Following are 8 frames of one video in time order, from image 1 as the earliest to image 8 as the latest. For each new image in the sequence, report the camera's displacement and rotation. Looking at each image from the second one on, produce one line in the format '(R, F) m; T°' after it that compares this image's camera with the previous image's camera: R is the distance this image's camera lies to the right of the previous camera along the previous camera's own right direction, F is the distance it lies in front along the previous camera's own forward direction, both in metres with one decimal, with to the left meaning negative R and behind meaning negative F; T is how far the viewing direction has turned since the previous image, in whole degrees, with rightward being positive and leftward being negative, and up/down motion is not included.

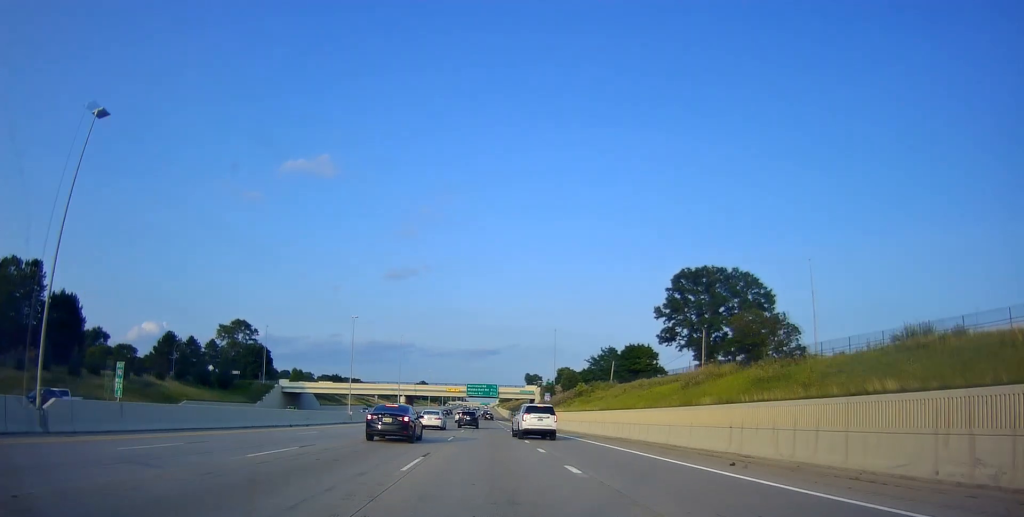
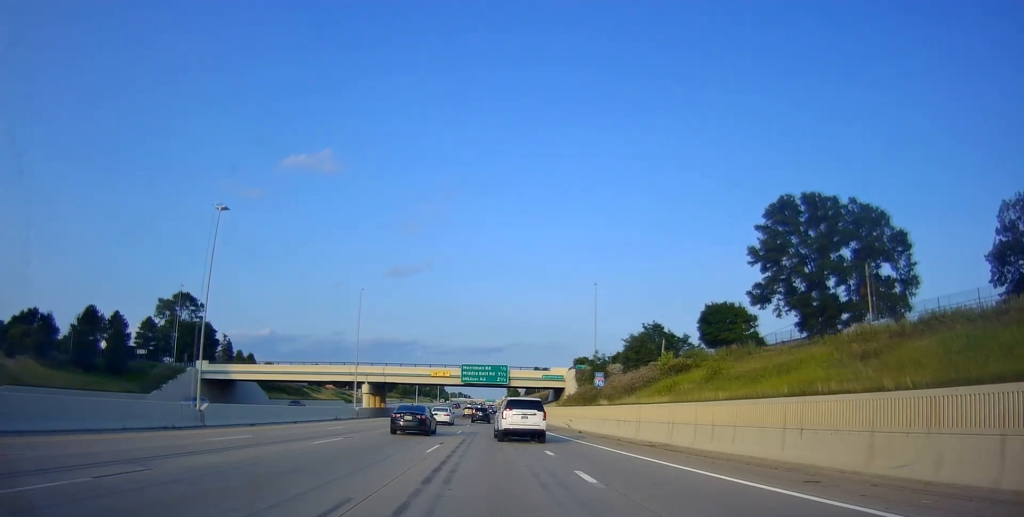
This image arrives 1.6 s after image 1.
(+0.7, +46.7) m; +1°
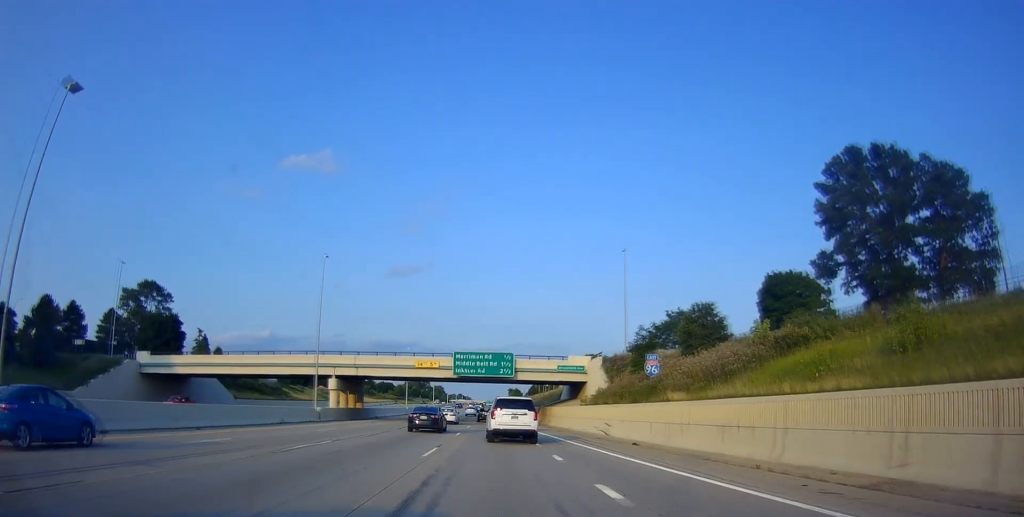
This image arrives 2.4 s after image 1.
(-0.3, +21.0) m; 0°
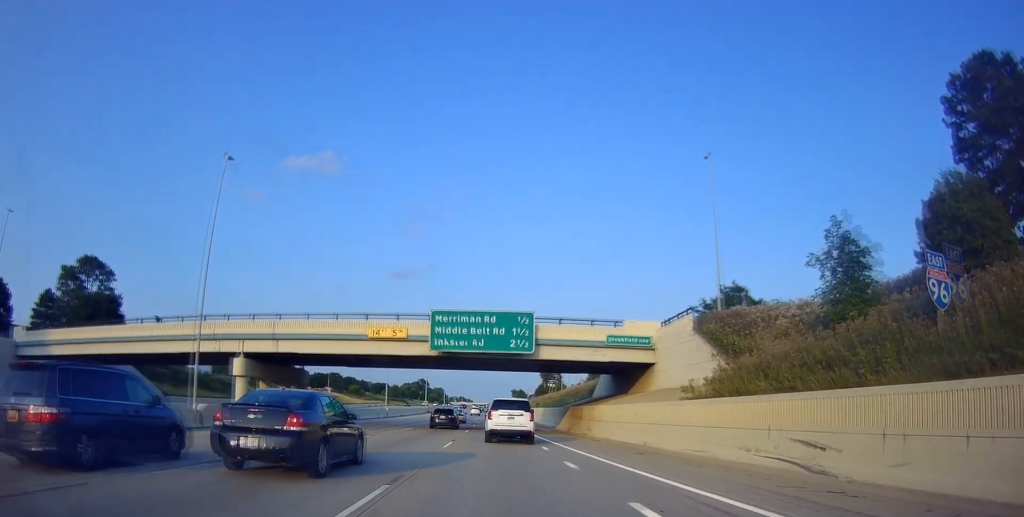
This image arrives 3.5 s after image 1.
(+0.3, +29.4) m; -1°
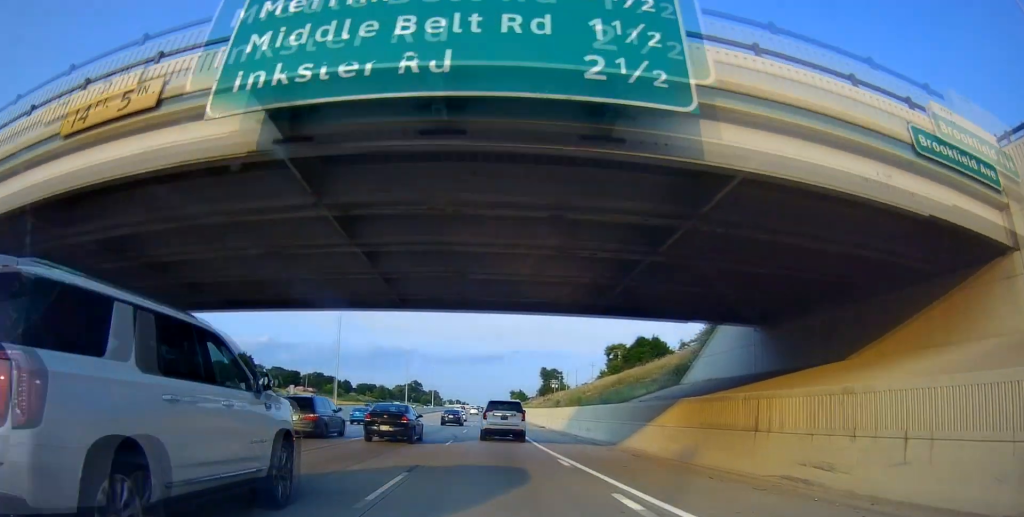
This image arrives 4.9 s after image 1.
(-1.1, +31.0) m; -1°
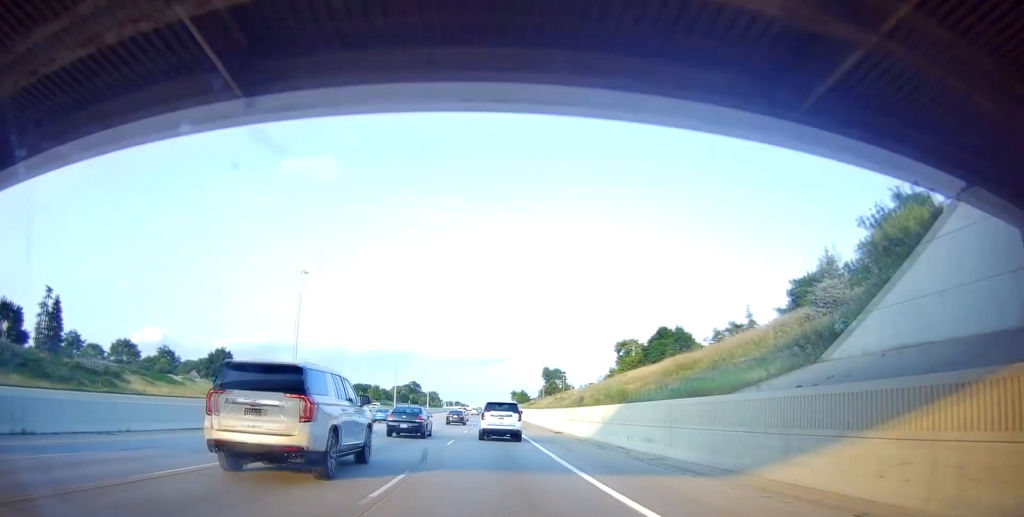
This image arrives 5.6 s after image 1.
(+0.2, +14.2) m; +2°
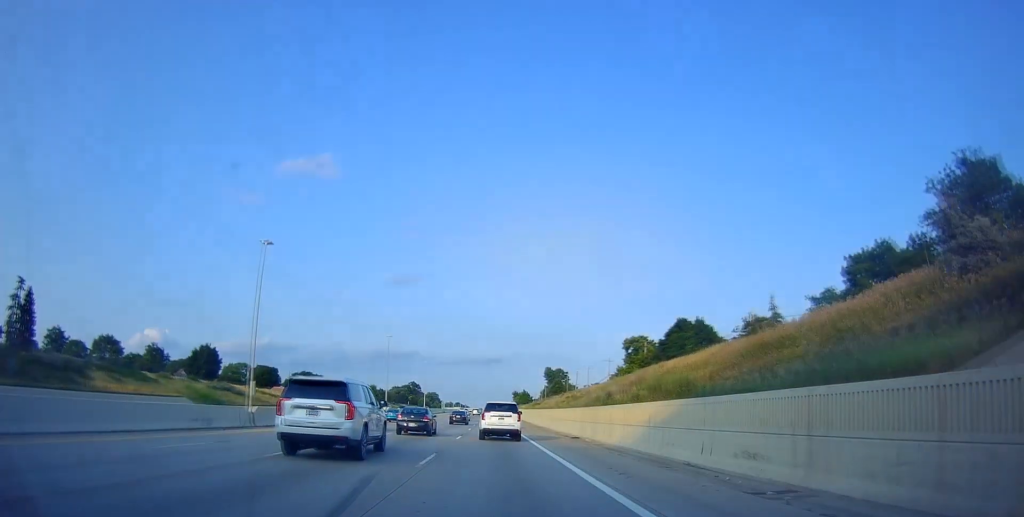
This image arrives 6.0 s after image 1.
(+0.2, +9.1) m; 0°
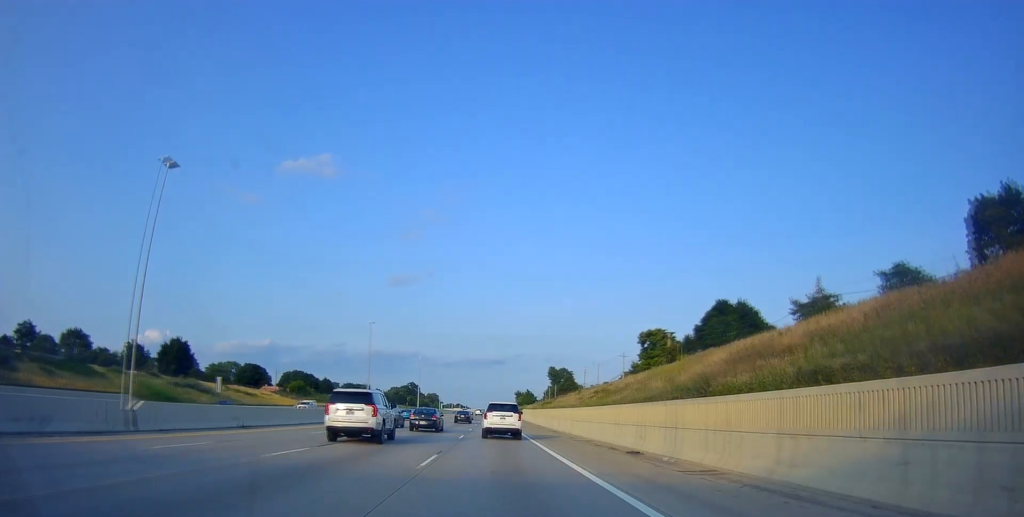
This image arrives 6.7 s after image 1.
(+0.4, +14.5) m; 0°
